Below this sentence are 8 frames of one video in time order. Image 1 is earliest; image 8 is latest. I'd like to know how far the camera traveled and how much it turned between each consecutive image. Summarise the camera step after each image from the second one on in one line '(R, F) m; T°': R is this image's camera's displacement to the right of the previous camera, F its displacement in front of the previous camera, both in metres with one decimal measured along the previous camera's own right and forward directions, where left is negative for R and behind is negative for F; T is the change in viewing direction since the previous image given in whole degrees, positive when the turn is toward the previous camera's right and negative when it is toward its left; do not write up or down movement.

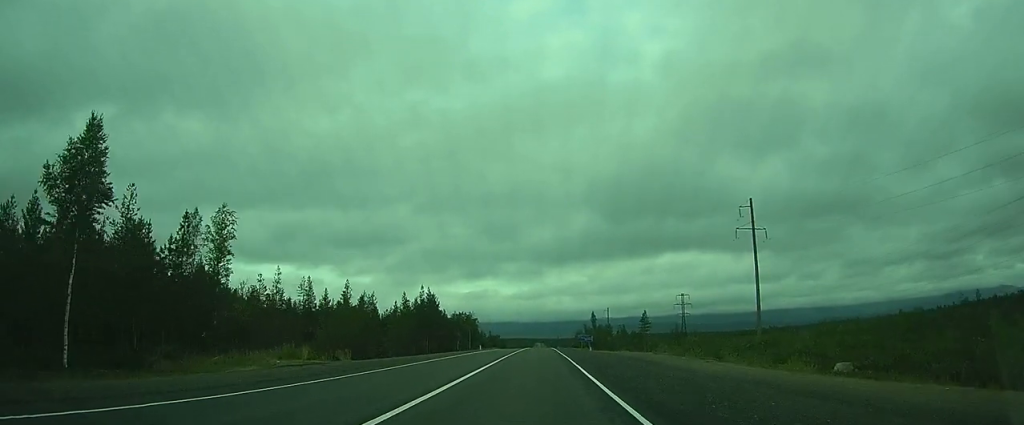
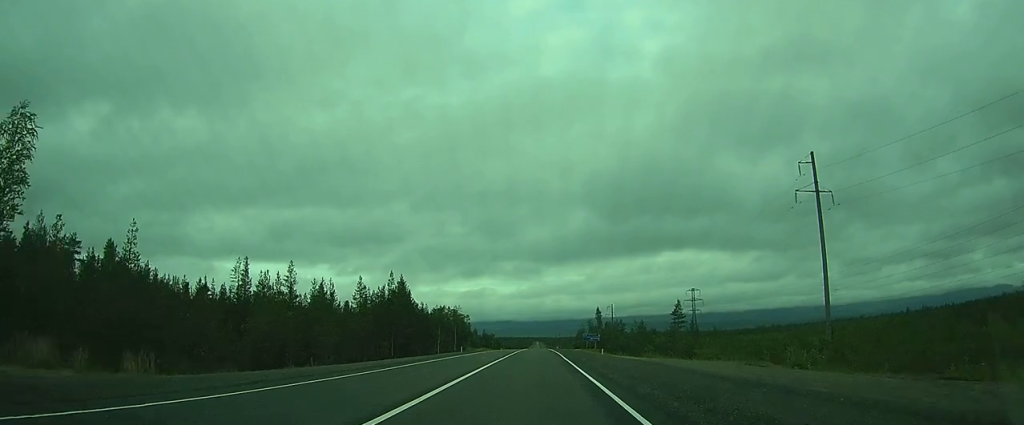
(-0.2, +19.4) m; -1°
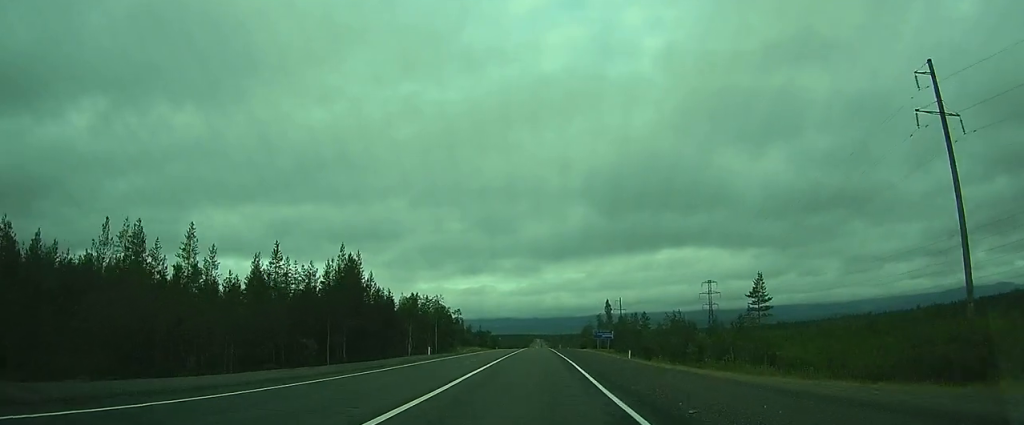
(0.0, +20.8) m; 0°
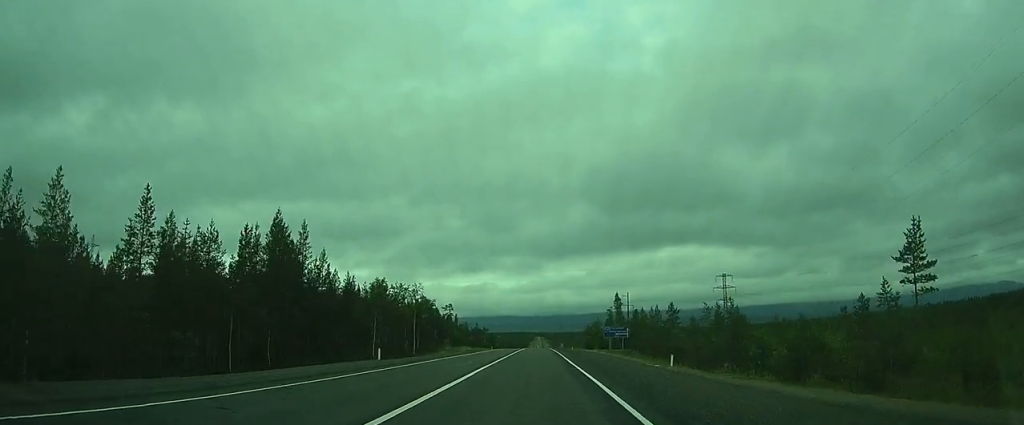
(0.0, +15.4) m; 0°
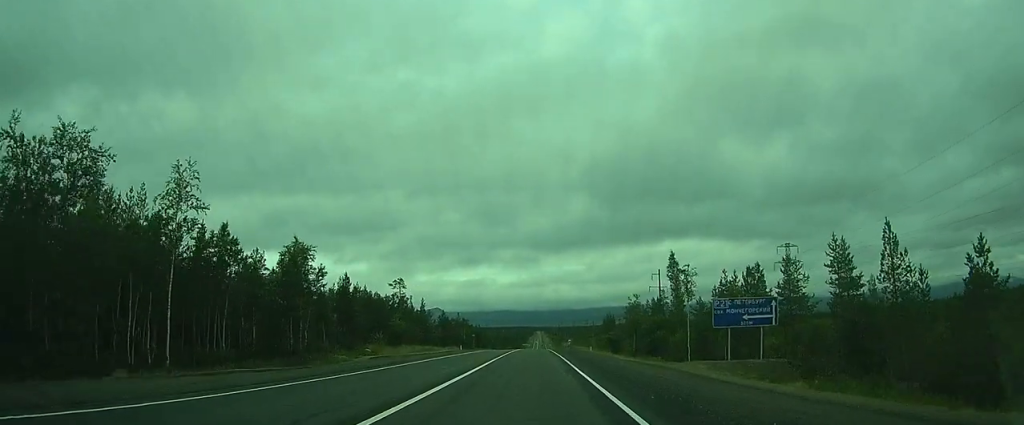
(+0.3, +48.4) m; +1°
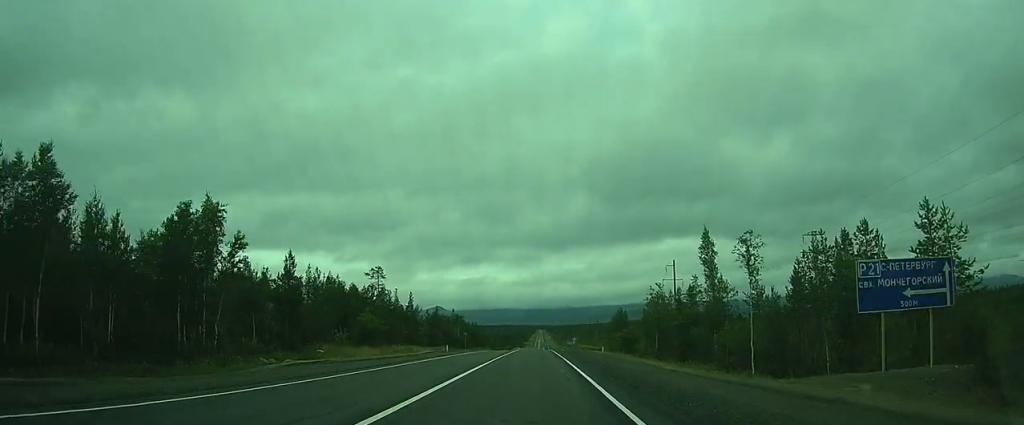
(-0.1, +12.8) m; +1°
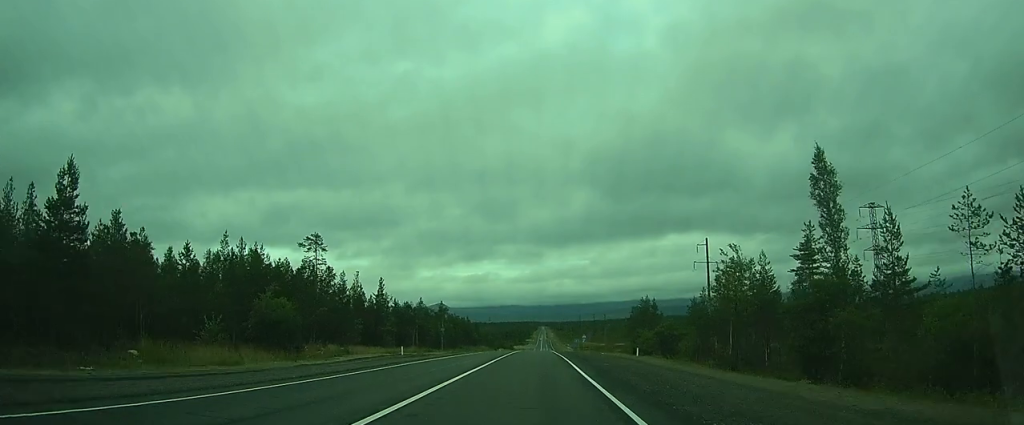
(+0.4, +21.8) m; +1°
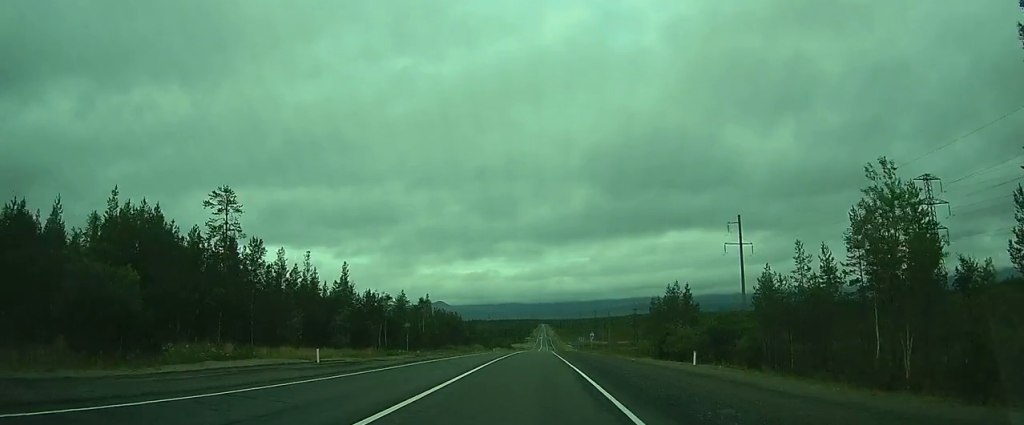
(0.0, +16.3) m; 0°
